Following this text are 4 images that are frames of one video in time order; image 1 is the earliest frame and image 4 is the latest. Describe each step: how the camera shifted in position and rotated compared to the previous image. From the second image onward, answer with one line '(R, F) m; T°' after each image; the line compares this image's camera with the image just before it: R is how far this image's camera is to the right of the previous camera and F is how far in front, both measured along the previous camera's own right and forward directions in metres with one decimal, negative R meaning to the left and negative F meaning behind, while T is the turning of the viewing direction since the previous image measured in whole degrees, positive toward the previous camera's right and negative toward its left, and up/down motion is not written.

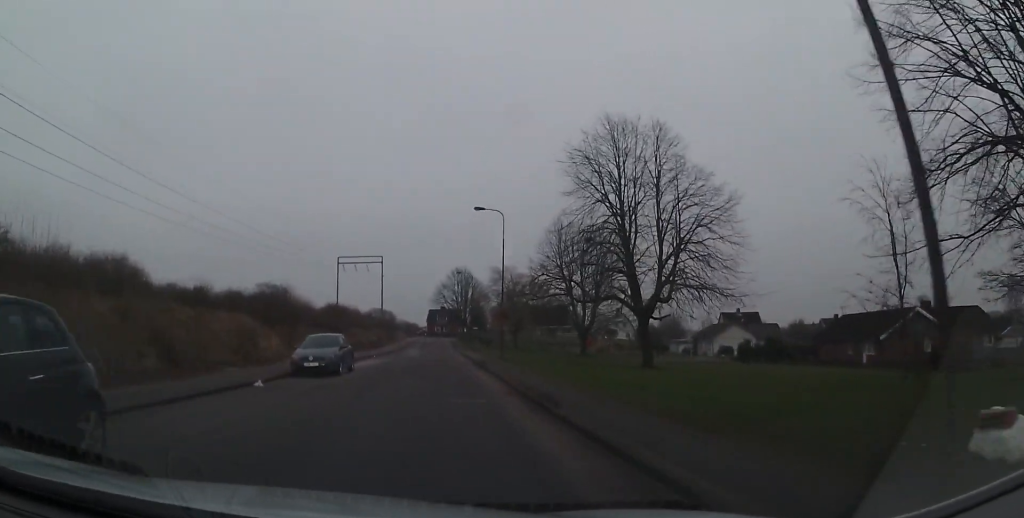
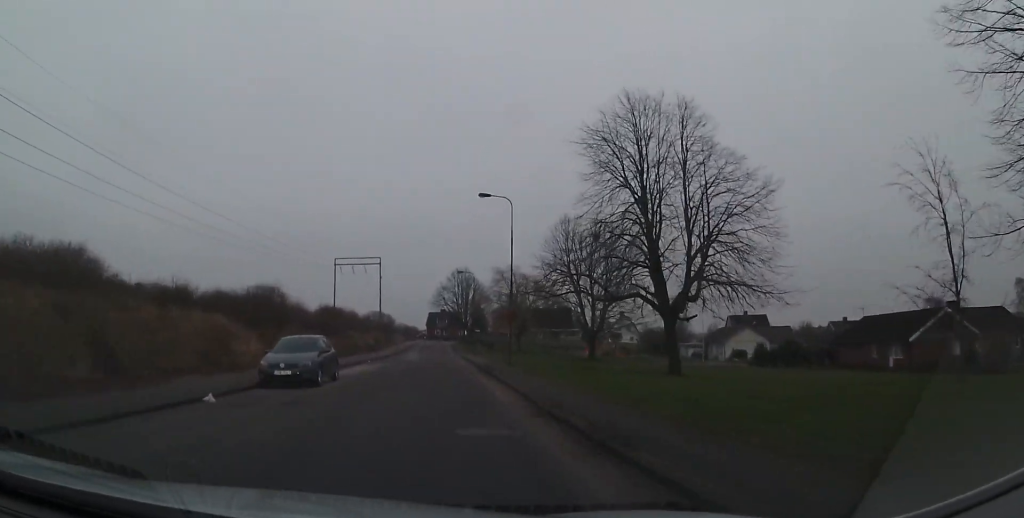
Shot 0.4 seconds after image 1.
(0.0, +2.9) m; +2°
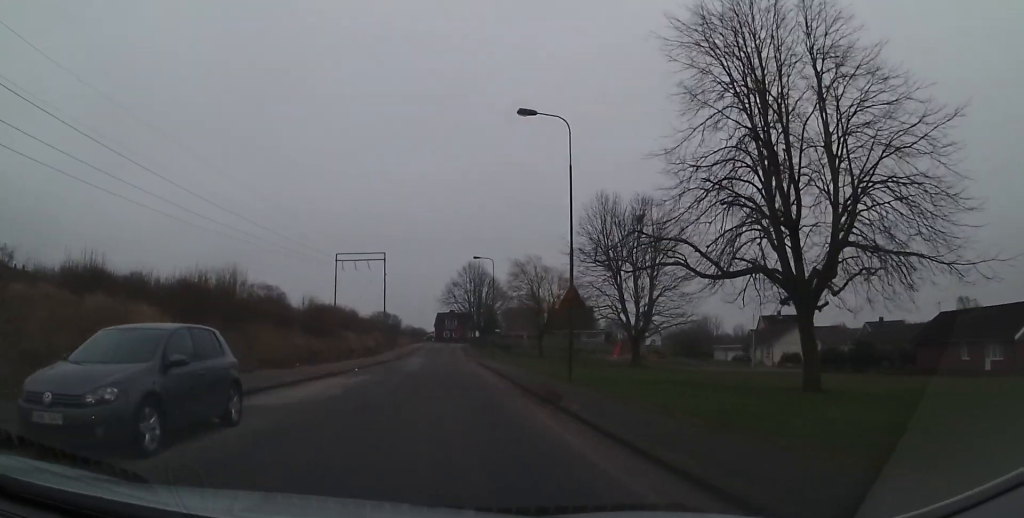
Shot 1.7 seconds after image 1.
(+0.5, +8.2) m; -2°
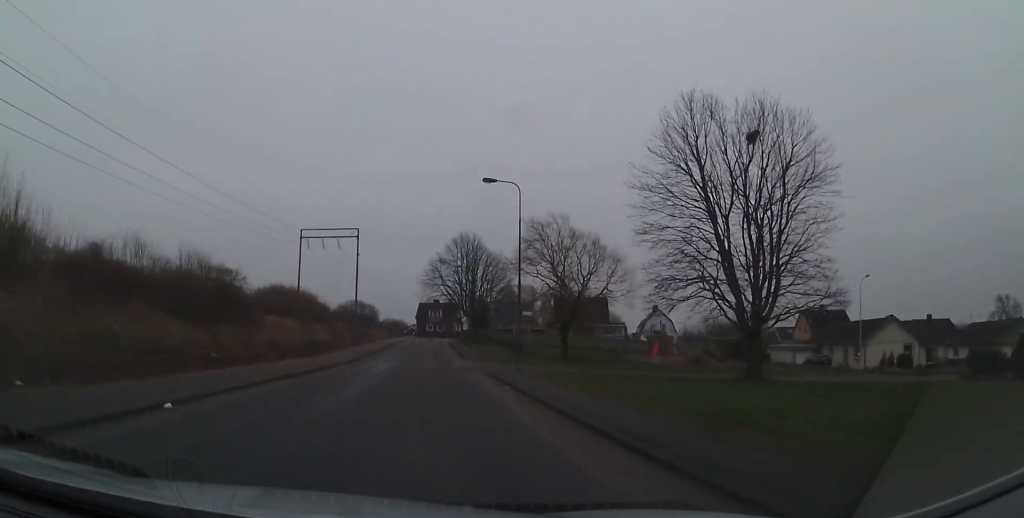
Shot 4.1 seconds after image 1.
(-0.8, +15.4) m; +4°
